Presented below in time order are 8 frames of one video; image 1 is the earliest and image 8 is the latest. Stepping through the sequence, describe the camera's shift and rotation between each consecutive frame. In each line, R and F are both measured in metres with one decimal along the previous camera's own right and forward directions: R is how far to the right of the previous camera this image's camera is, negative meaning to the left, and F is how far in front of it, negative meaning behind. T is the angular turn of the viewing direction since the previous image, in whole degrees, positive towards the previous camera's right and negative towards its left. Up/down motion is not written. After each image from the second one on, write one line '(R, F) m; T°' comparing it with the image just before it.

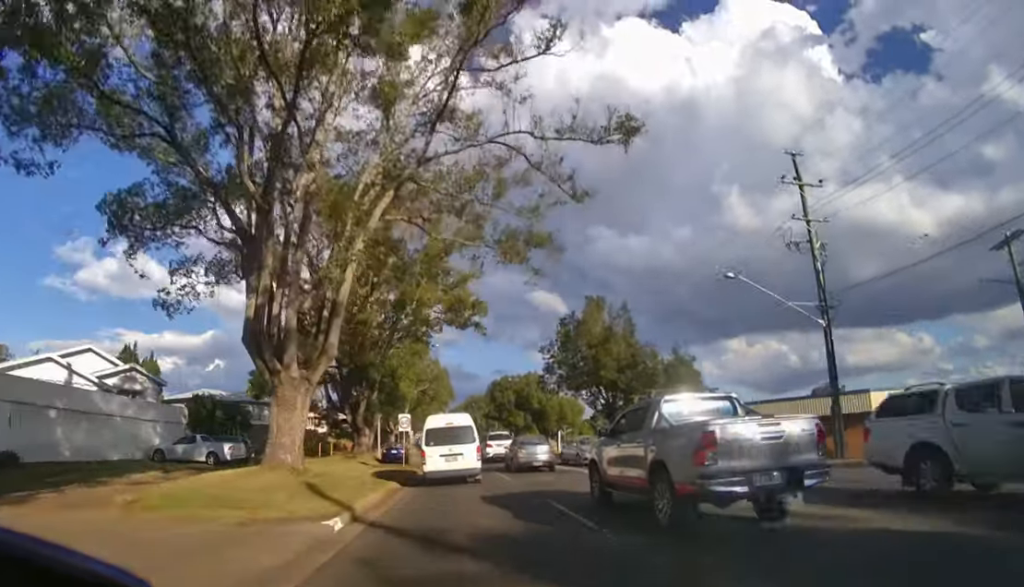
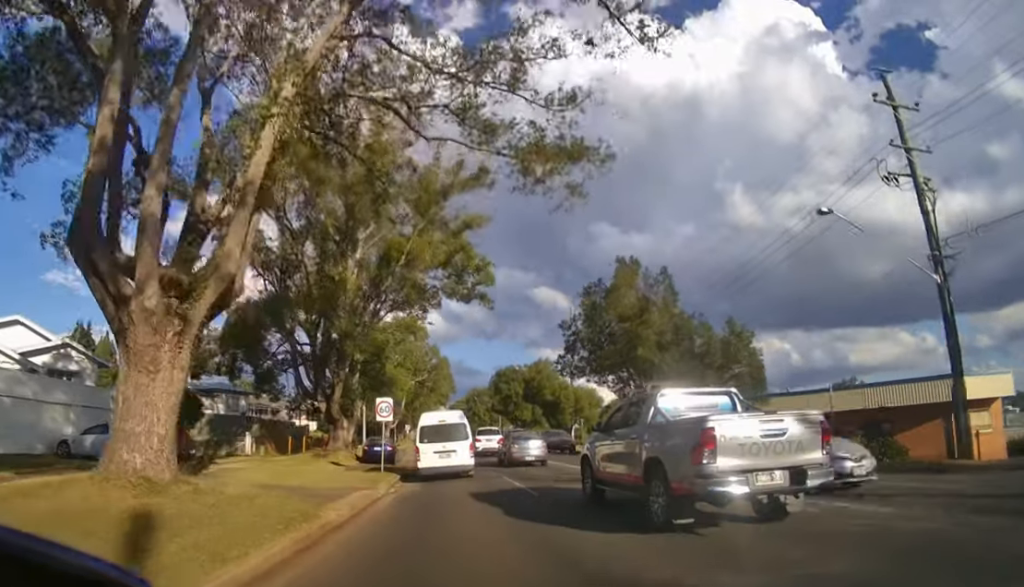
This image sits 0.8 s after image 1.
(0.0, +6.7) m; -1°
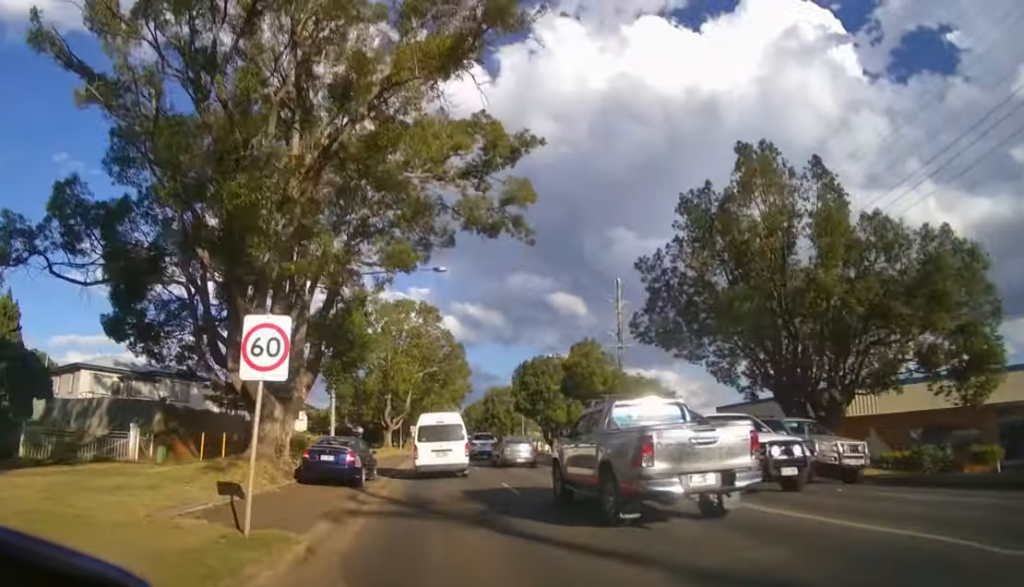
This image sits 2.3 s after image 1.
(-0.2, +11.1) m; -1°
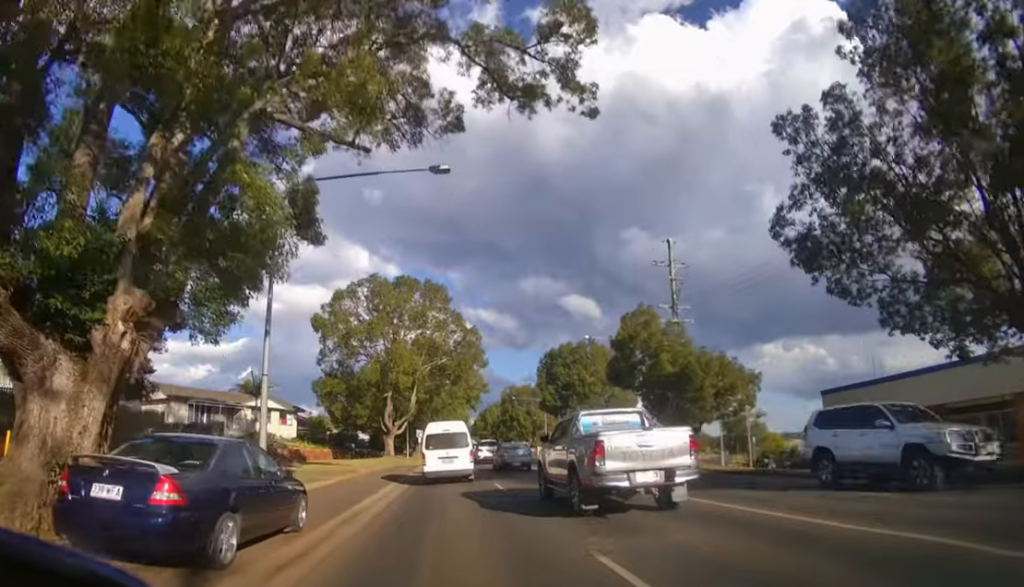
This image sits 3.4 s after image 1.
(0.0, +8.4) m; -1°
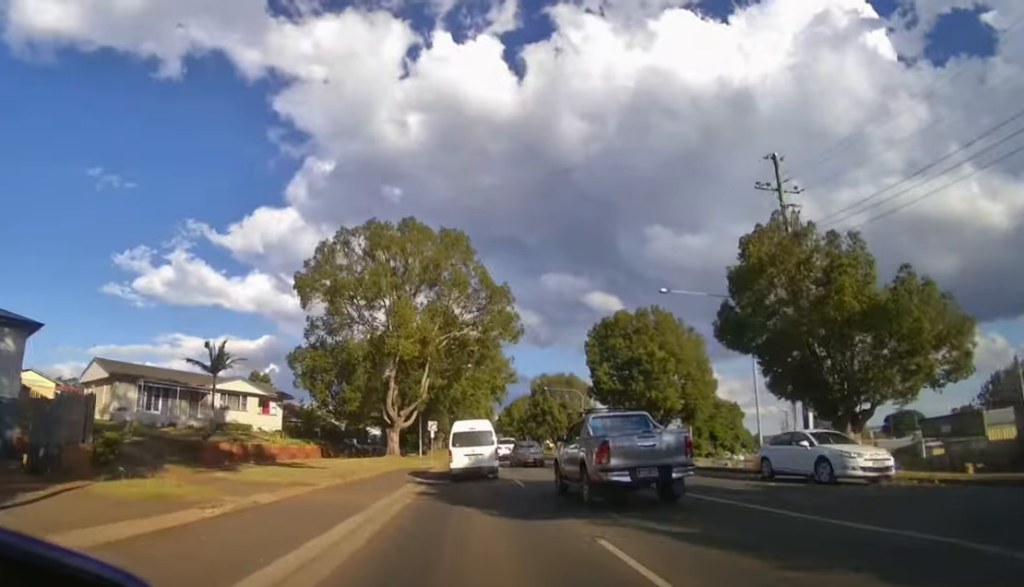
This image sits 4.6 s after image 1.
(-0.2, +10.0) m; -2°
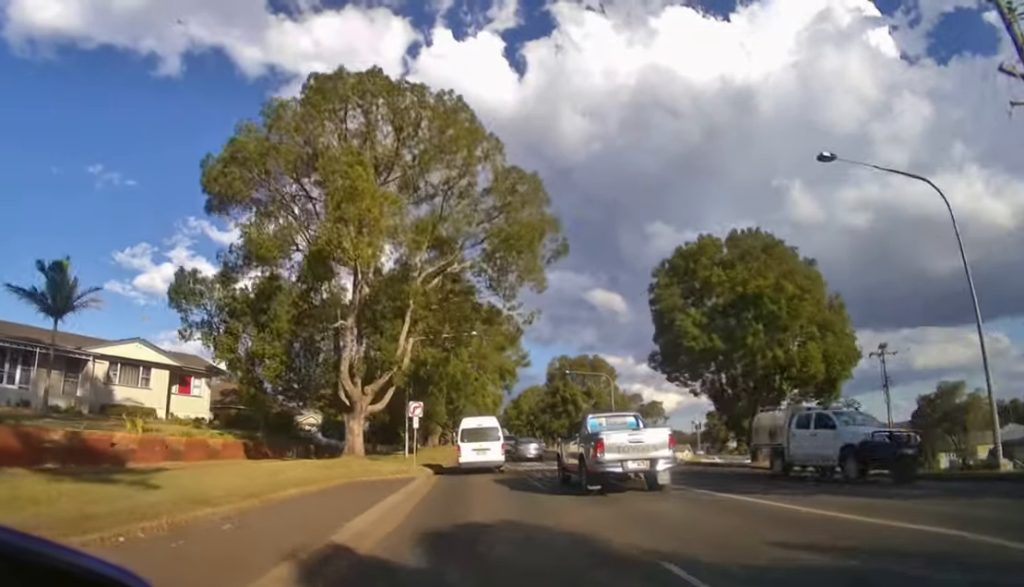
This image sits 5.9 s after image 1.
(-0.1, +13.1) m; -1°
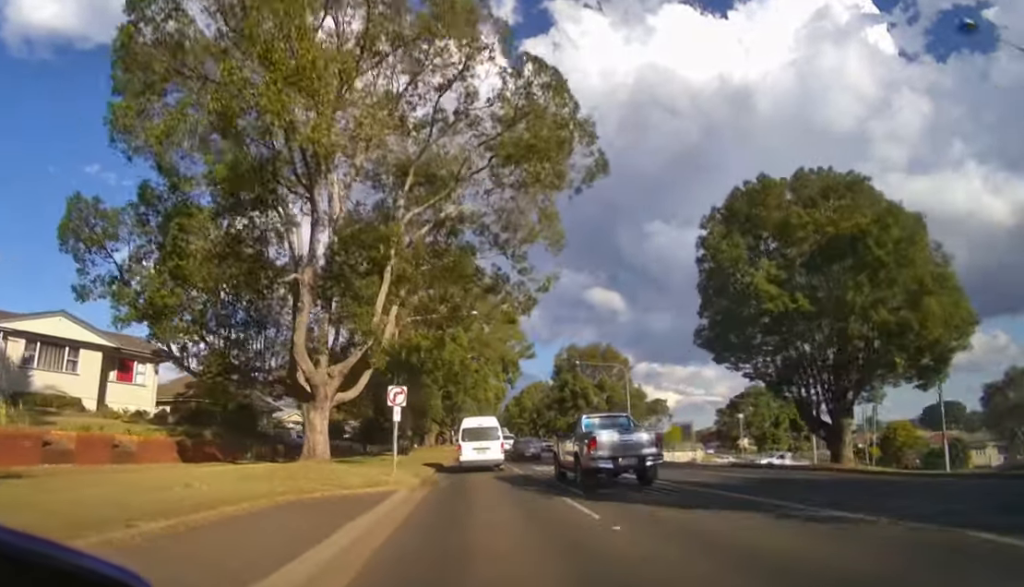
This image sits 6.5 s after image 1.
(0.0, +5.9) m; 0°
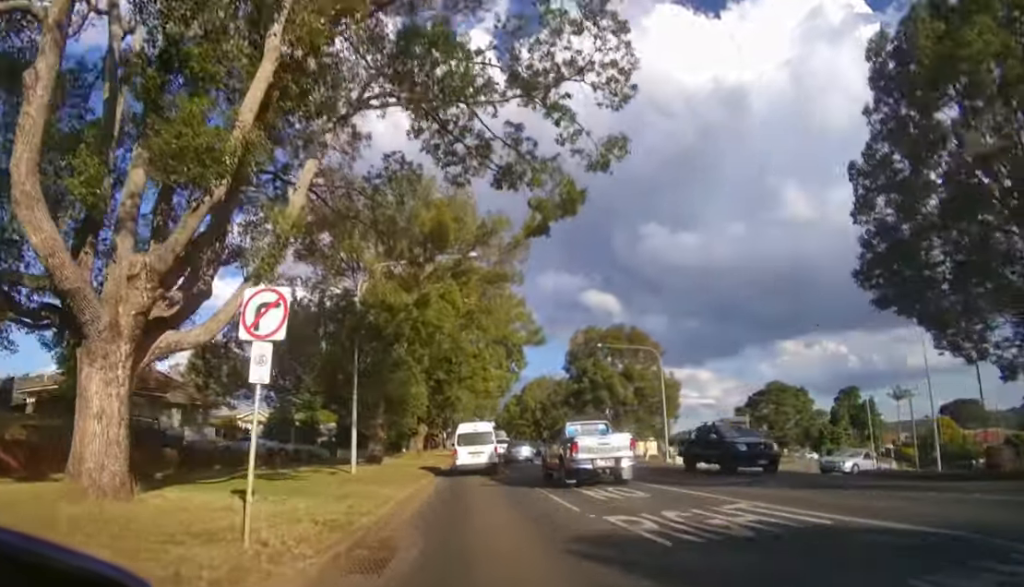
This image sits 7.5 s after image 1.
(-0.1, +10.7) m; 0°
